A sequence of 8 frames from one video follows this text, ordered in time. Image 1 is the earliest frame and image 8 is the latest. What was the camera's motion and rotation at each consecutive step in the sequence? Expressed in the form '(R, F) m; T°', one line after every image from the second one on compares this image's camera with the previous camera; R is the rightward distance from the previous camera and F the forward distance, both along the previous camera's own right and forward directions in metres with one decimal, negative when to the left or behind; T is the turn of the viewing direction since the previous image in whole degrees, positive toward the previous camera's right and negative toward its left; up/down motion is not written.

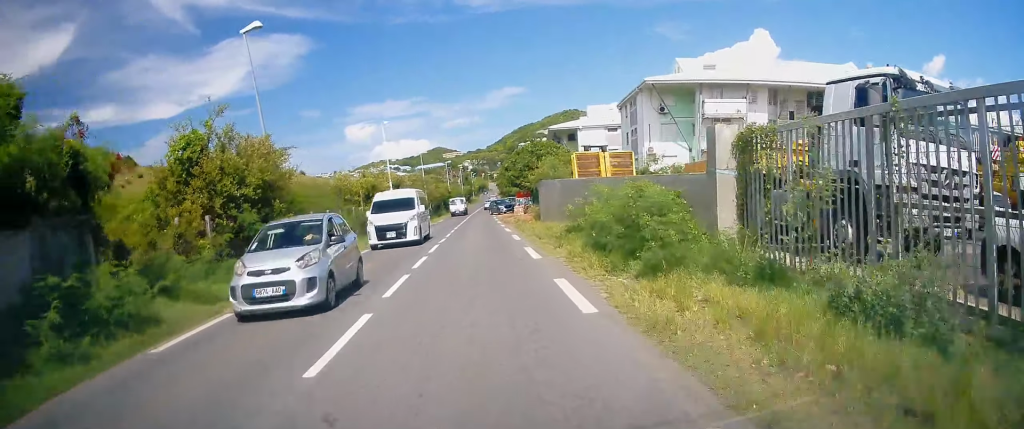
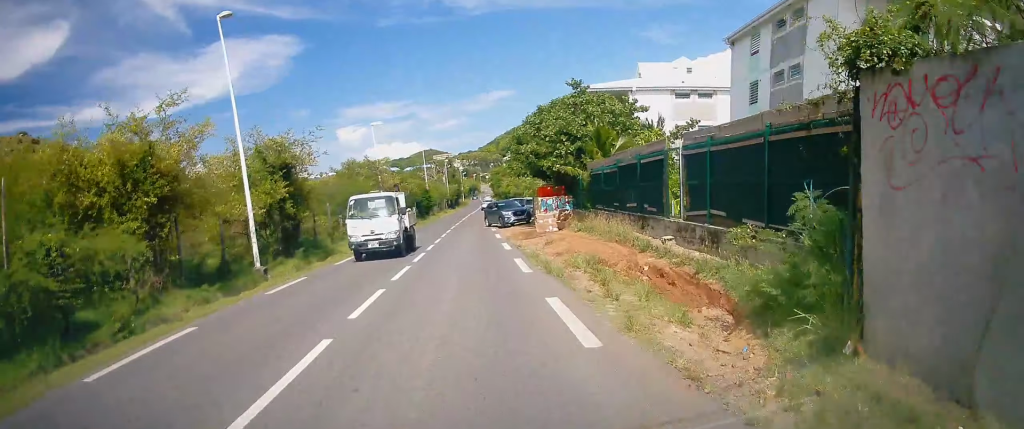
(+0.2, +28.1) m; -1°
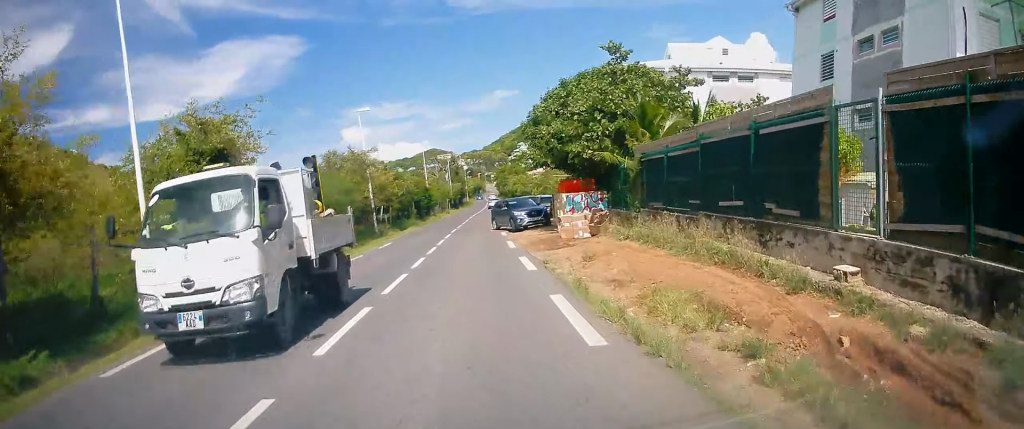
(-0.3, +6.6) m; 0°
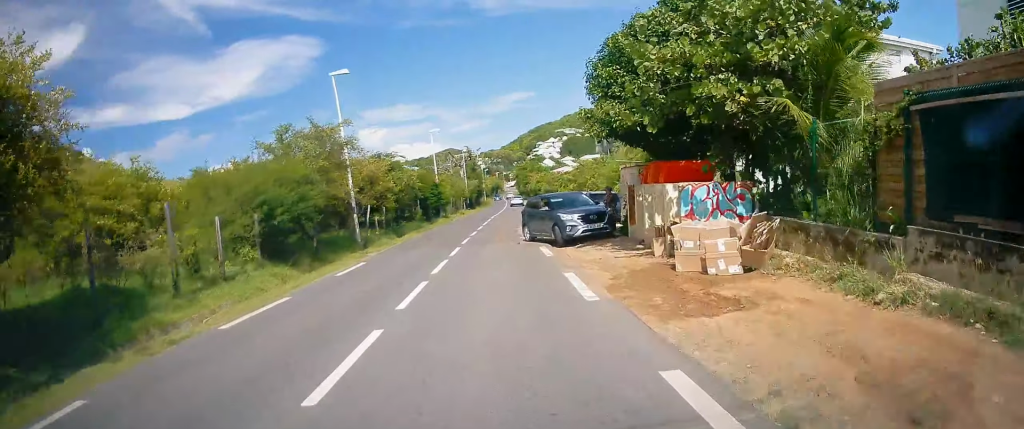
(+0.5, +10.6) m; 0°
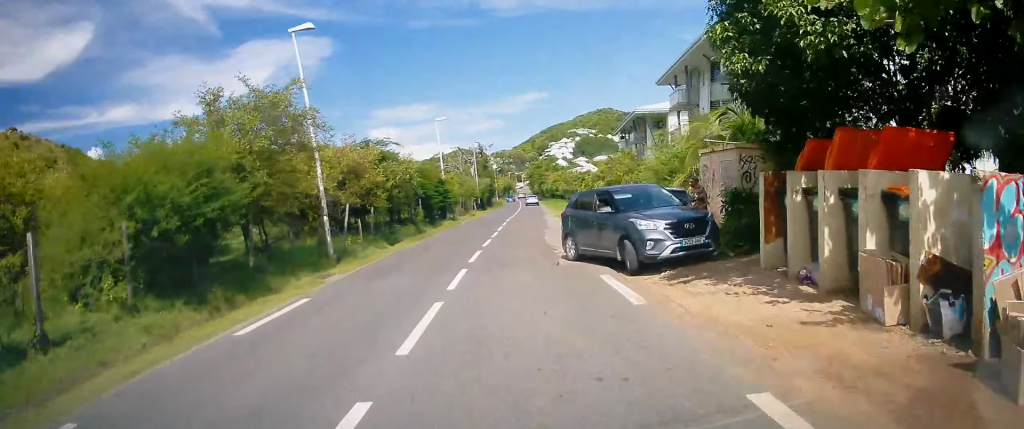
(-0.3, +7.3) m; -1°
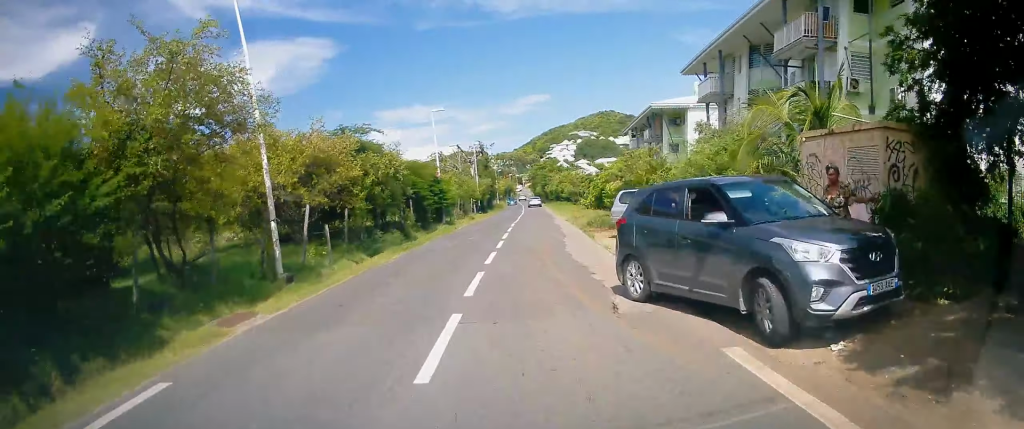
(-0.1, +5.4) m; 0°
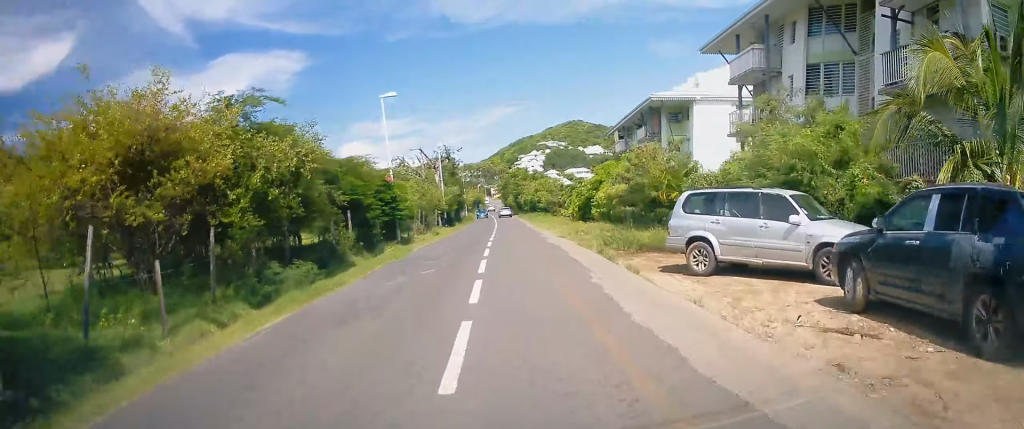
(+0.1, +9.4) m; +2°
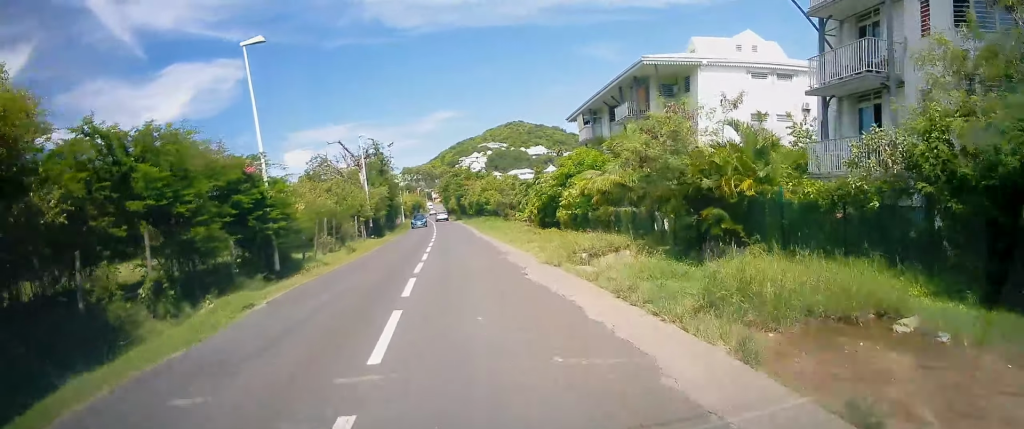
(+0.3, +12.1) m; +3°
